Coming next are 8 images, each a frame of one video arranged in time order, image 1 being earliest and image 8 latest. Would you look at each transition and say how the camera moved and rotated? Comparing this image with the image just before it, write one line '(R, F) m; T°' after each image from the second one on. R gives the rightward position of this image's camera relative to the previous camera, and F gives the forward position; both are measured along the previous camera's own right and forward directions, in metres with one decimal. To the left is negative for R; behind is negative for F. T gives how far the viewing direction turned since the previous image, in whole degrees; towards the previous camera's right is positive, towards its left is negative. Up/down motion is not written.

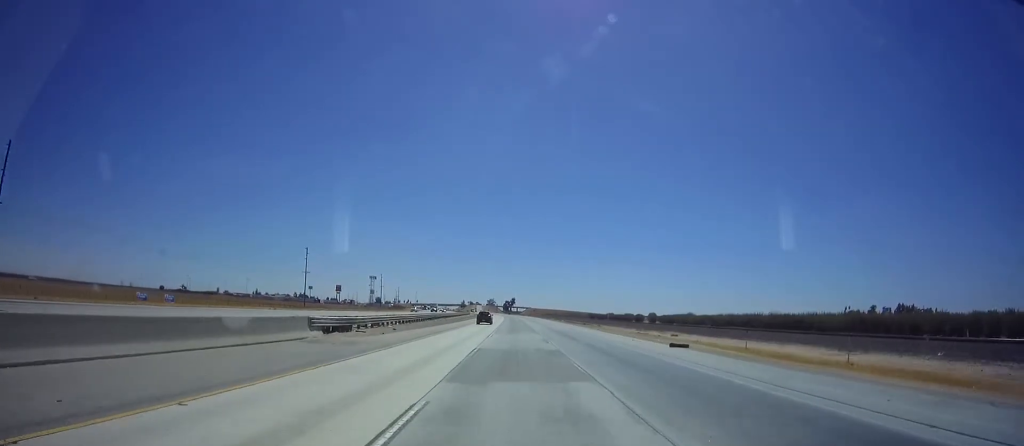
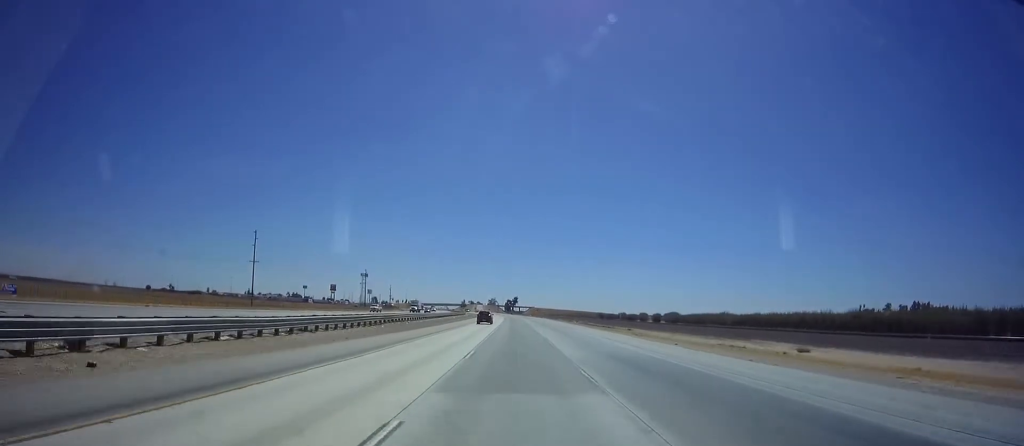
(+0.3, +31.1) m; 0°
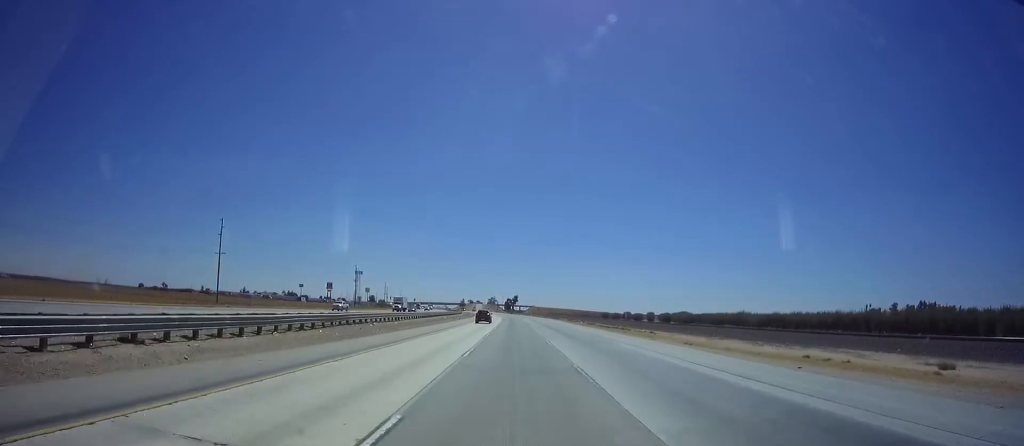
(+0.1, +14.4) m; -1°
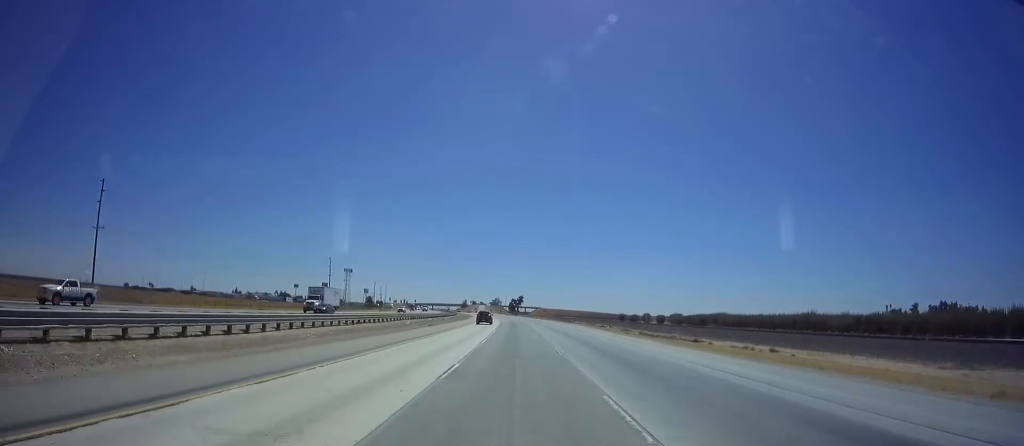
(-0.7, +35.5) m; -1°
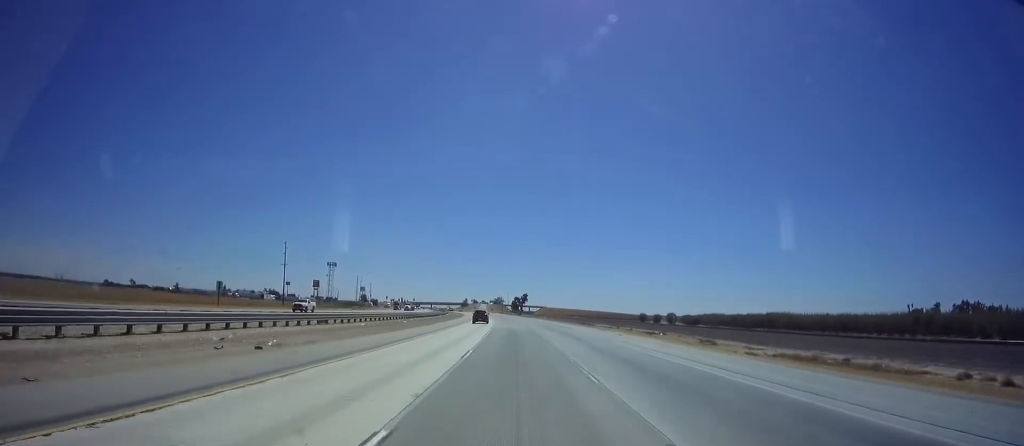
(0.0, +38.8) m; 0°
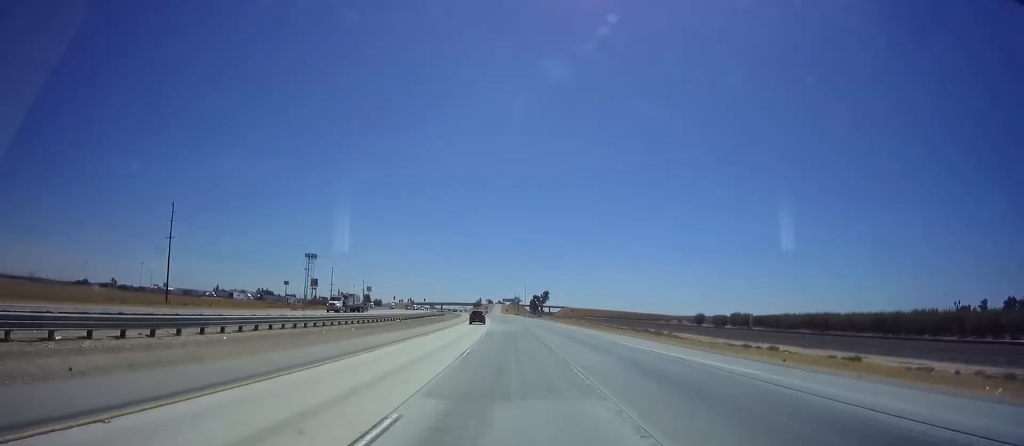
(-0.1, +57.6) m; -1°
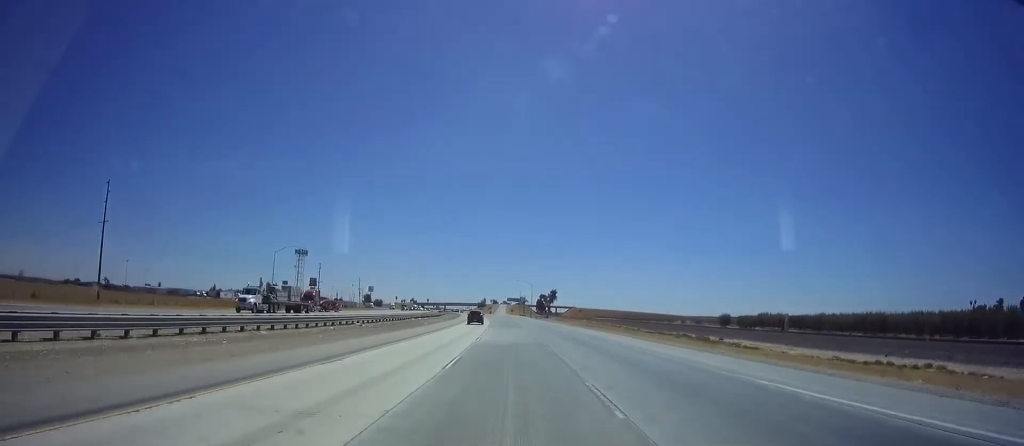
(-0.3, +18.8) m; -1°
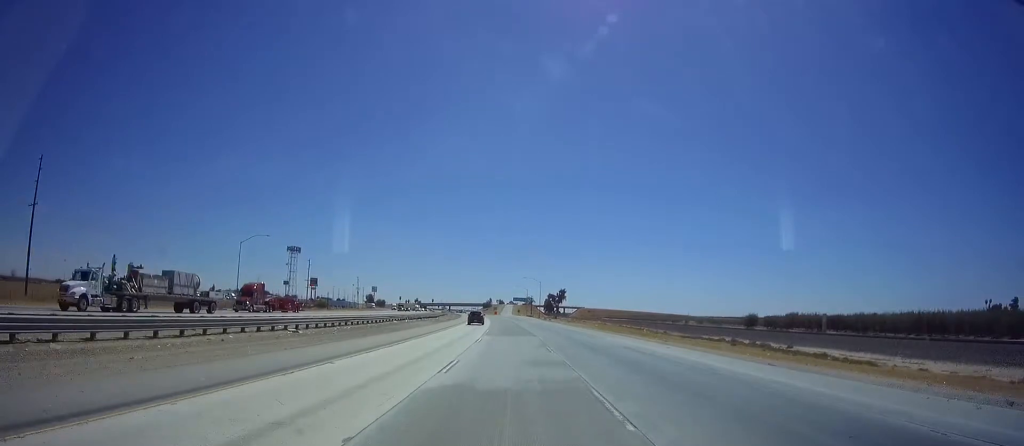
(0.0, +15.5) m; -1°
